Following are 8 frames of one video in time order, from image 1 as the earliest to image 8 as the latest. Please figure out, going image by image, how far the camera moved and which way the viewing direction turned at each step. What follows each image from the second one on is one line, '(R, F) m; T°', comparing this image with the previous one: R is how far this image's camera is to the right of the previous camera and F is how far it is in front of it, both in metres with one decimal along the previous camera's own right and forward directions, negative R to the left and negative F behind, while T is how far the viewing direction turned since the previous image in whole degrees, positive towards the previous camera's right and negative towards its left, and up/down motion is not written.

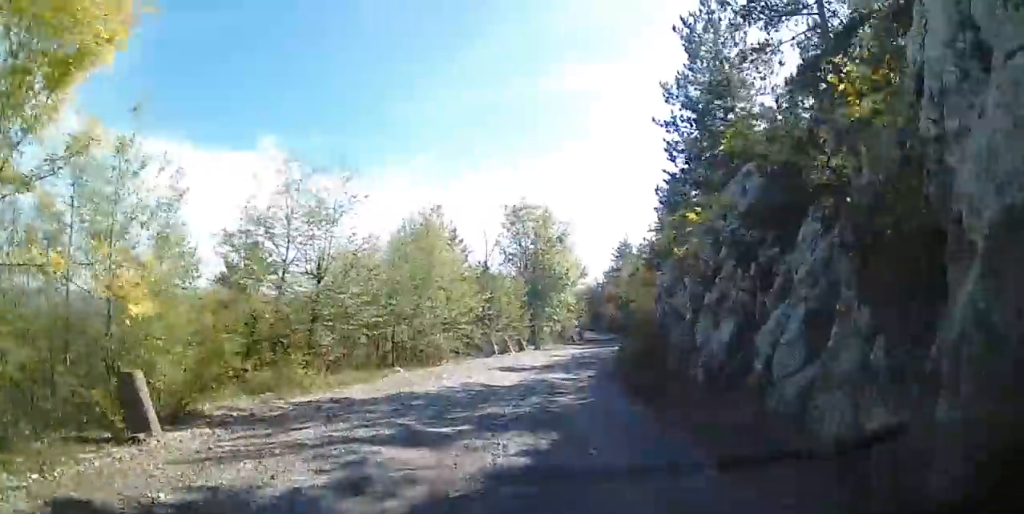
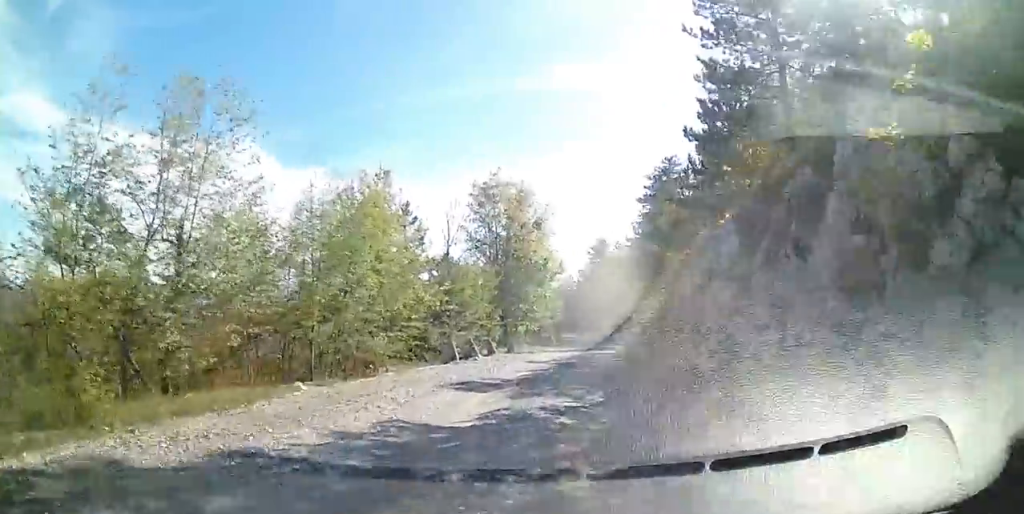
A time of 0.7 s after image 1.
(+0.1, +5.8) m; +4°
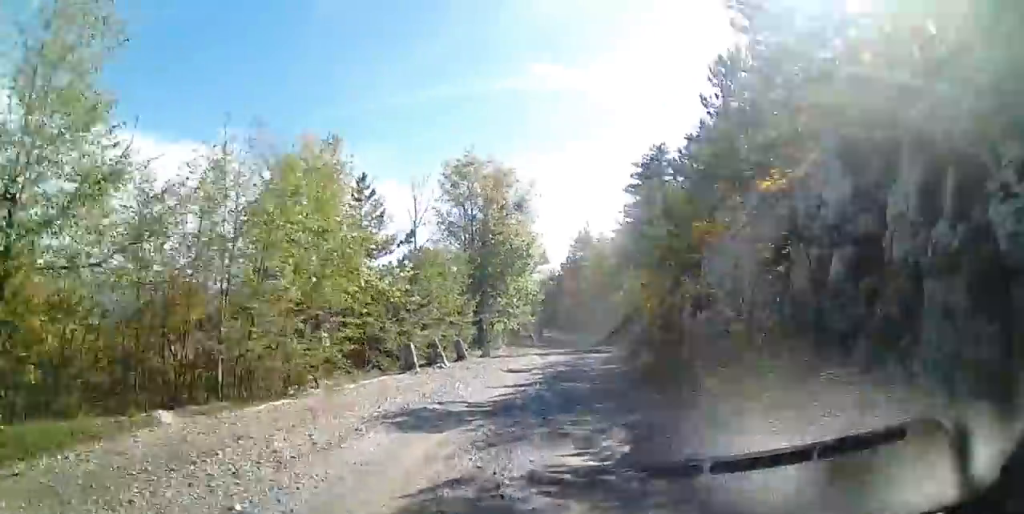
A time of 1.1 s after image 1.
(+0.2, +3.8) m; +2°
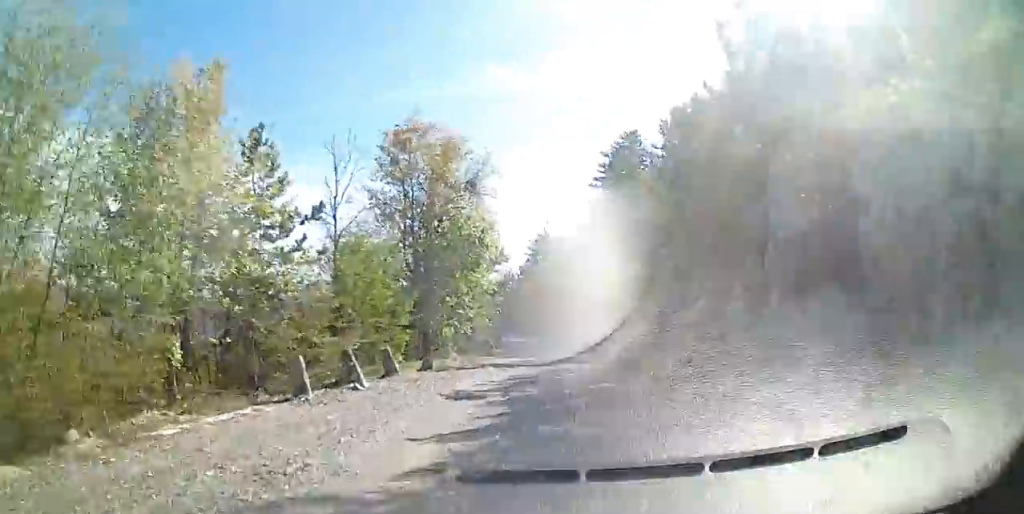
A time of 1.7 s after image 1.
(+0.3, +5.2) m; +3°
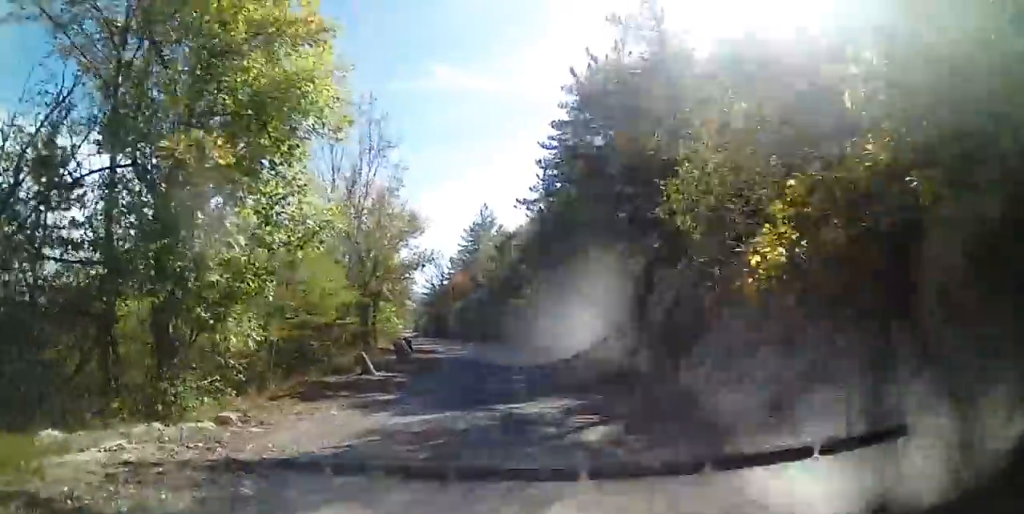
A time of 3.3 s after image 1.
(+0.4, +14.4) m; +2°
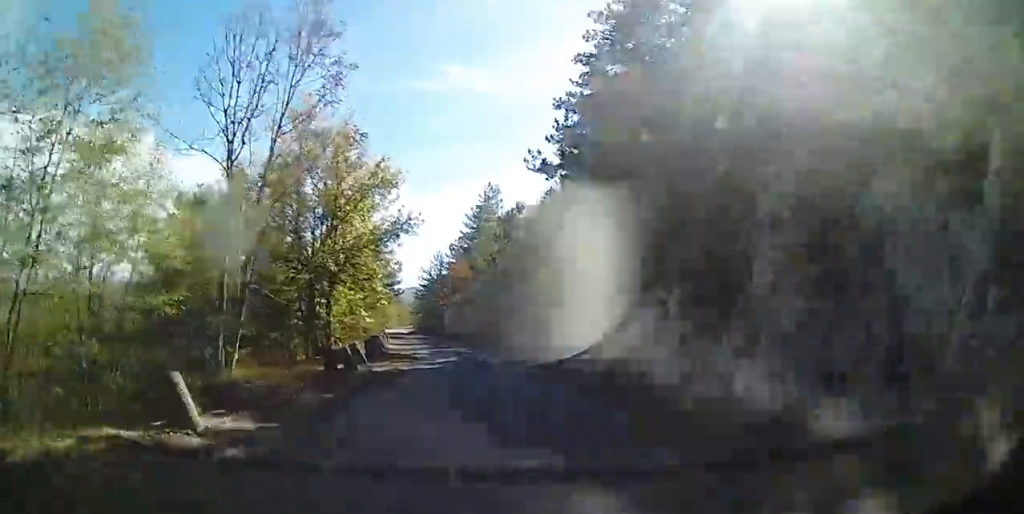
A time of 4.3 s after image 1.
(0.0, +8.8) m; -1°
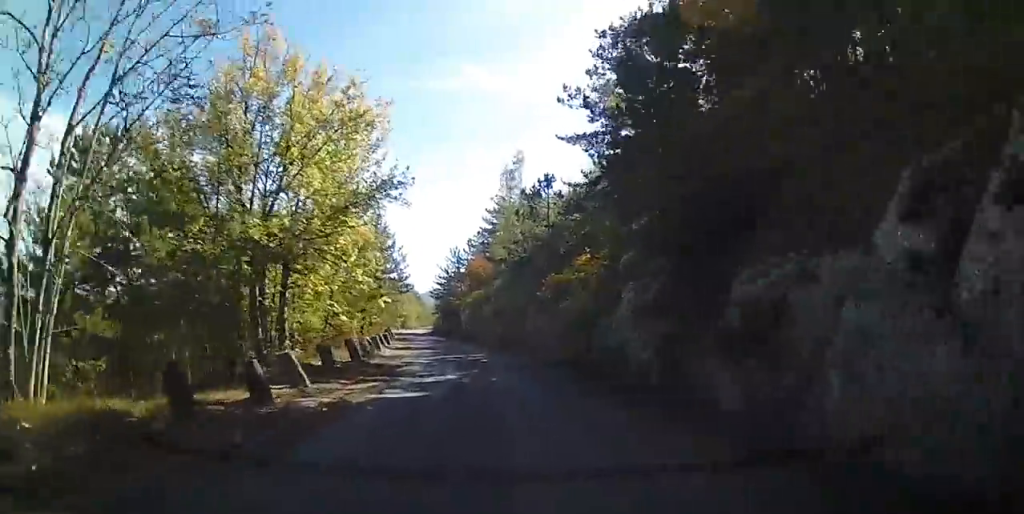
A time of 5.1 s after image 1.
(-0.1, +6.9) m; -1°
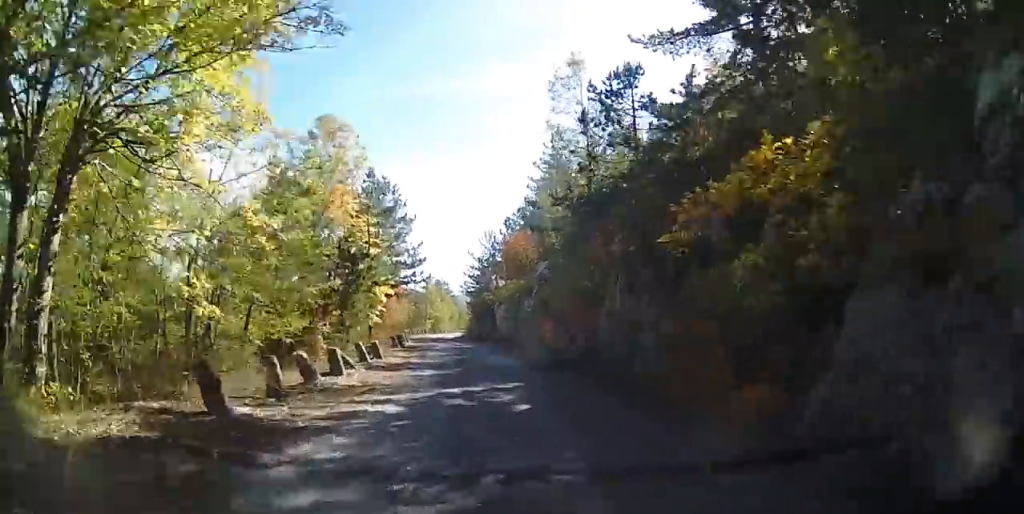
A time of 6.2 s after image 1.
(0.0, +10.4) m; -1°
